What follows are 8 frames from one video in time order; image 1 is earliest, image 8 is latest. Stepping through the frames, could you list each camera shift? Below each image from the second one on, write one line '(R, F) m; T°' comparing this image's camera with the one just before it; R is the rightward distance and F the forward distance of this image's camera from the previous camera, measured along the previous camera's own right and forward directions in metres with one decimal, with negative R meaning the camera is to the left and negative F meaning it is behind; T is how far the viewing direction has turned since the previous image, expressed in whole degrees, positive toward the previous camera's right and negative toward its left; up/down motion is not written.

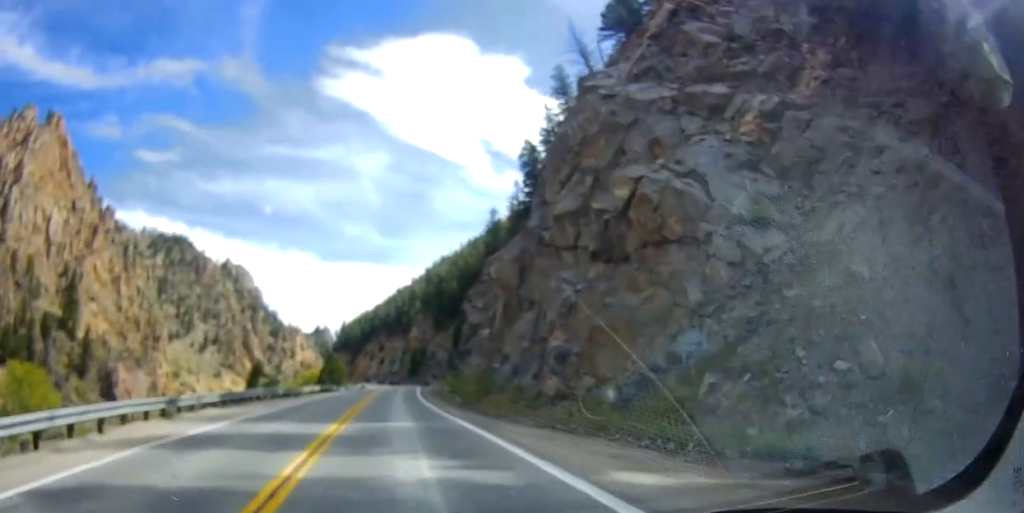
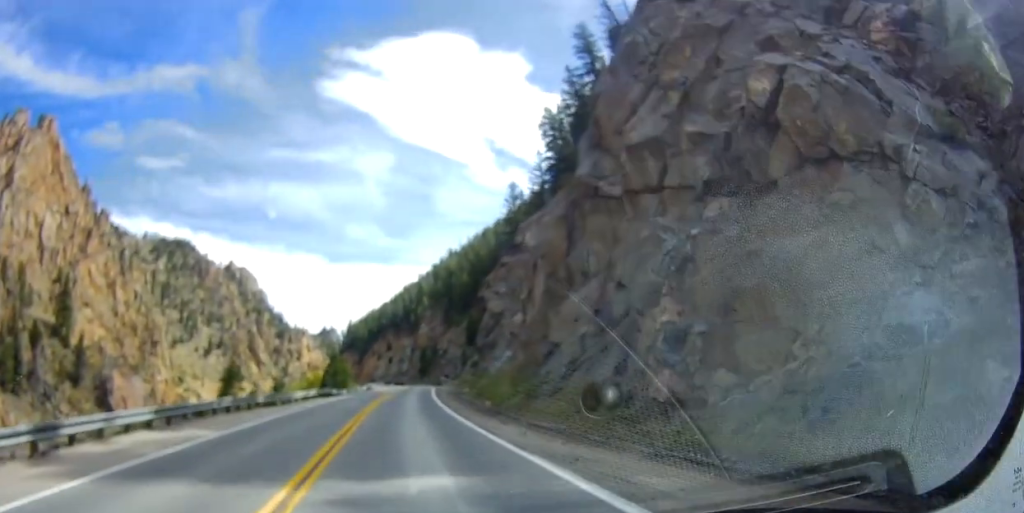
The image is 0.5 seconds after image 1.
(0.0, +9.2) m; 0°
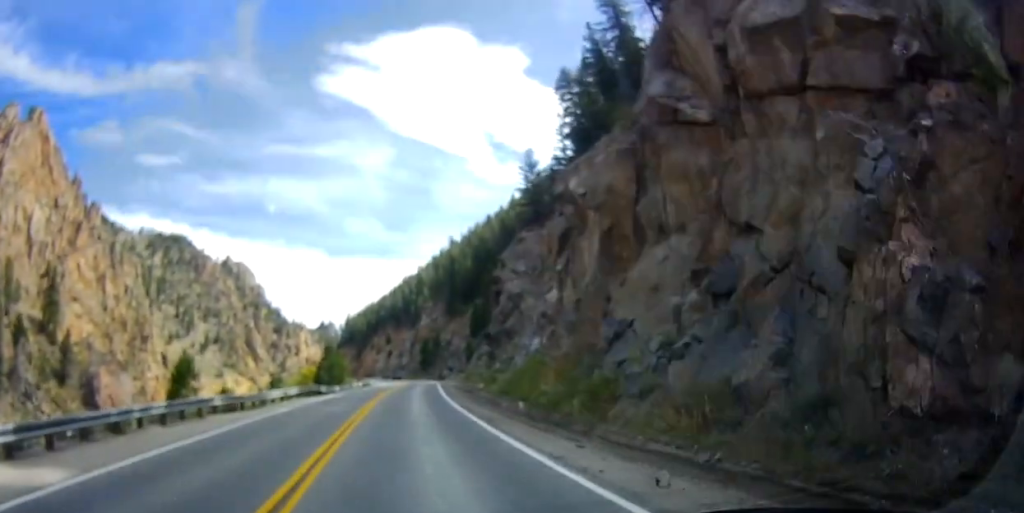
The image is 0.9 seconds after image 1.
(0.0, +8.6) m; 0°
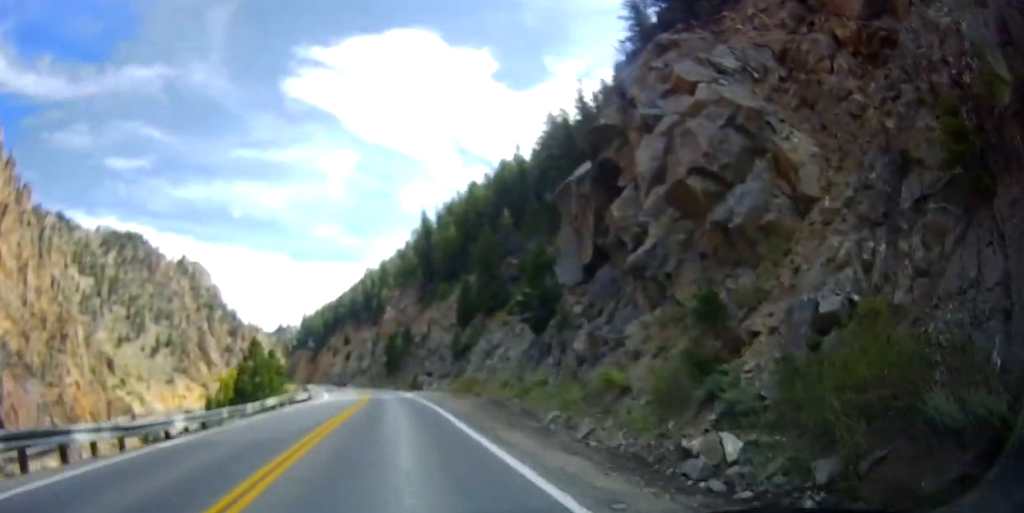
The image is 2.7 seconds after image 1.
(+0.3, +35.0) m; -1°
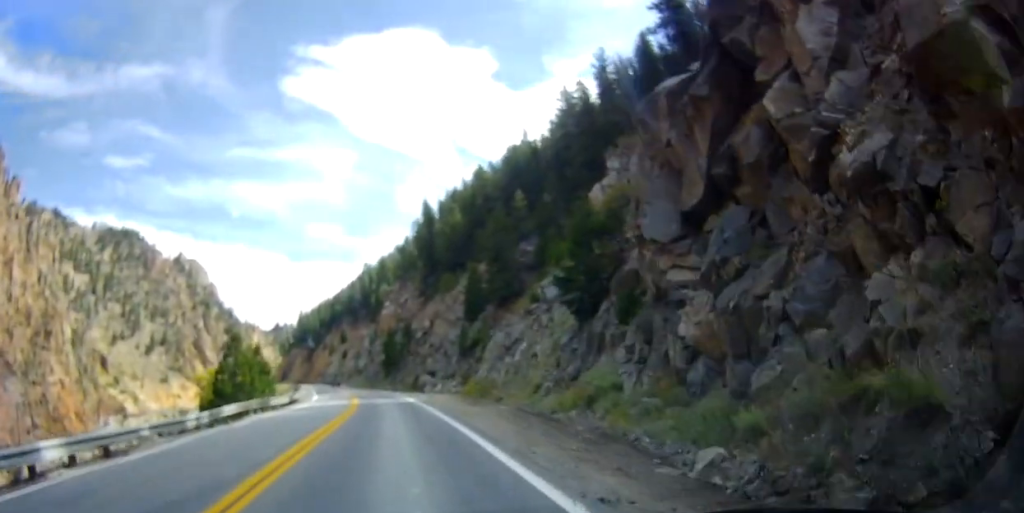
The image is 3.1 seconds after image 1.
(+0.1, +8.7) m; -1°
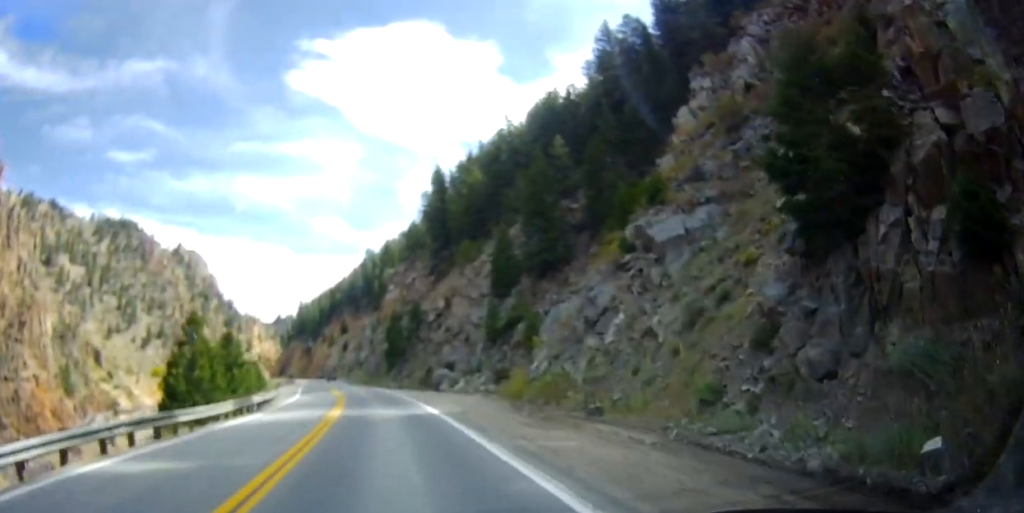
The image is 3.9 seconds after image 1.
(-0.4, +16.6) m; -1°
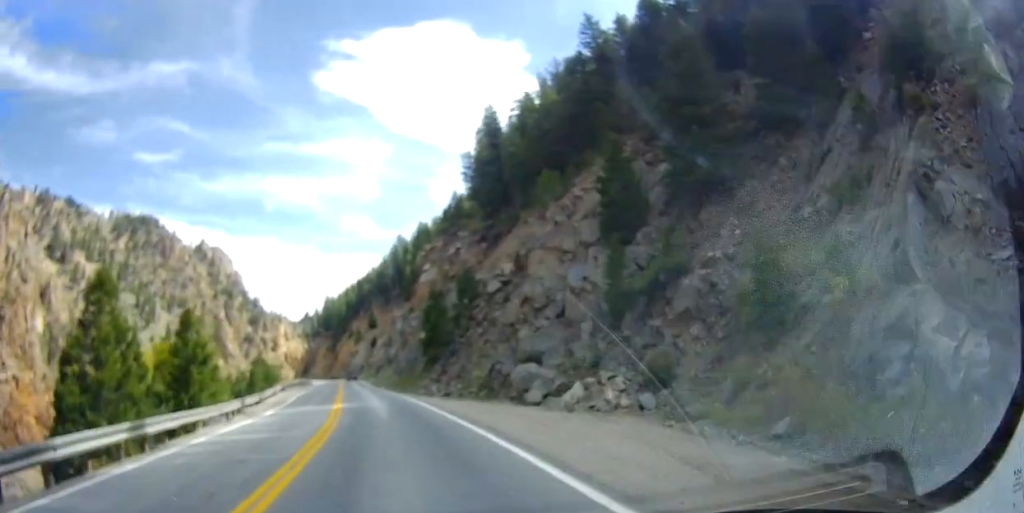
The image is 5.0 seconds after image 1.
(-0.1, +22.9) m; -2°
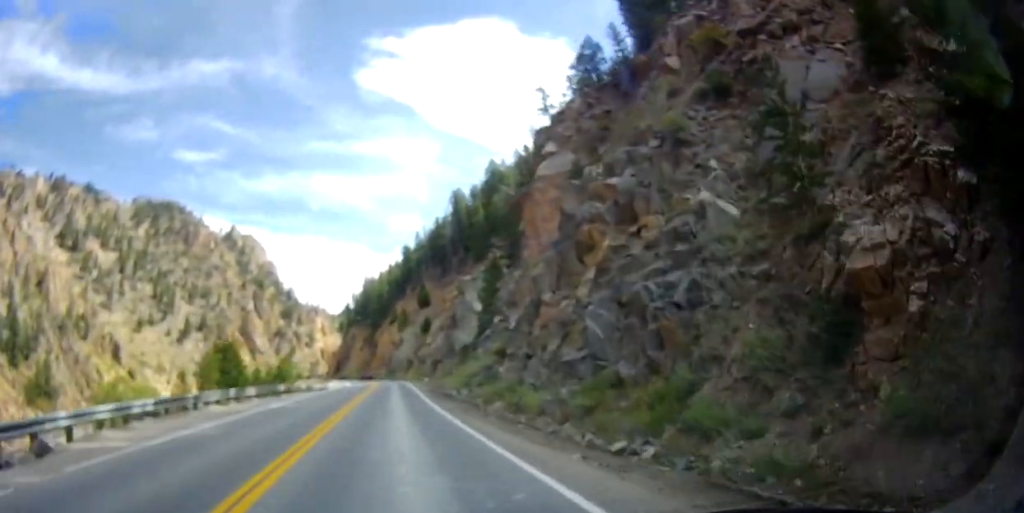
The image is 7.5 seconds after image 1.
(-0.4, +52.3) m; -1°
